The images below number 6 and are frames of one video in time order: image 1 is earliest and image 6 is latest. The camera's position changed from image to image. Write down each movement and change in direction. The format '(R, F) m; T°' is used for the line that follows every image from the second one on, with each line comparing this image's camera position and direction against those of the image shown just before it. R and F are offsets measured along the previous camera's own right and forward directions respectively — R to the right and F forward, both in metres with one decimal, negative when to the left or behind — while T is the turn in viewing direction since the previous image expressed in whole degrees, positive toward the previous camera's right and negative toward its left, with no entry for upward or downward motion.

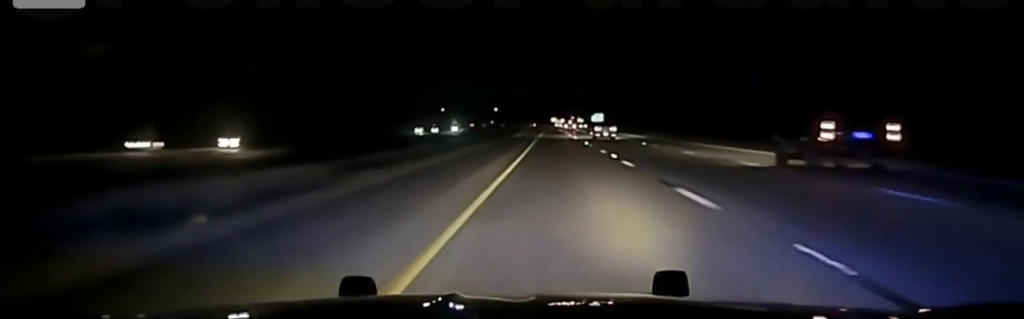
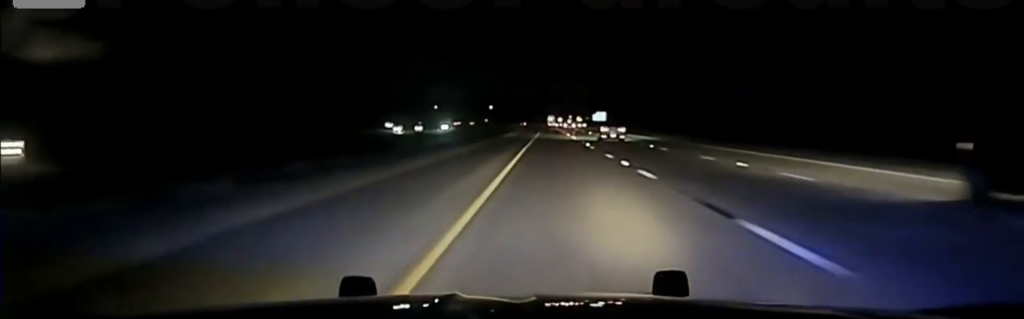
(0.0, +35.0) m; 0°
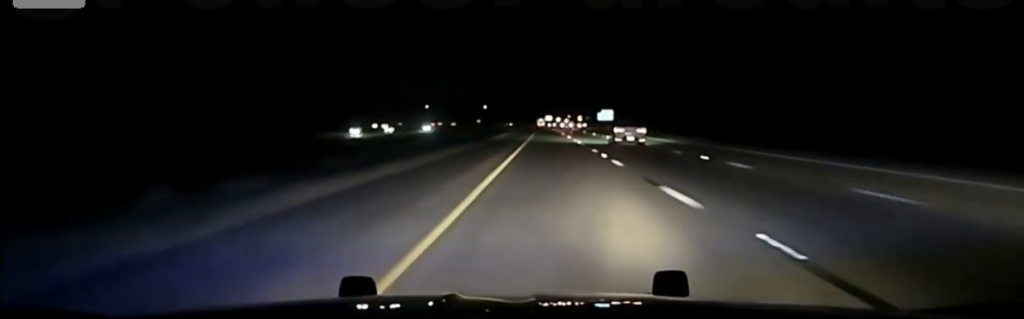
(-0.2, +45.6) m; 0°
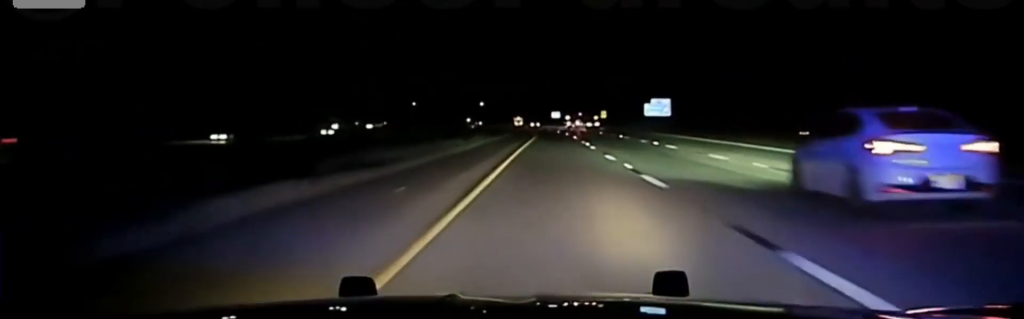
(+0.4, +85.2) m; 0°
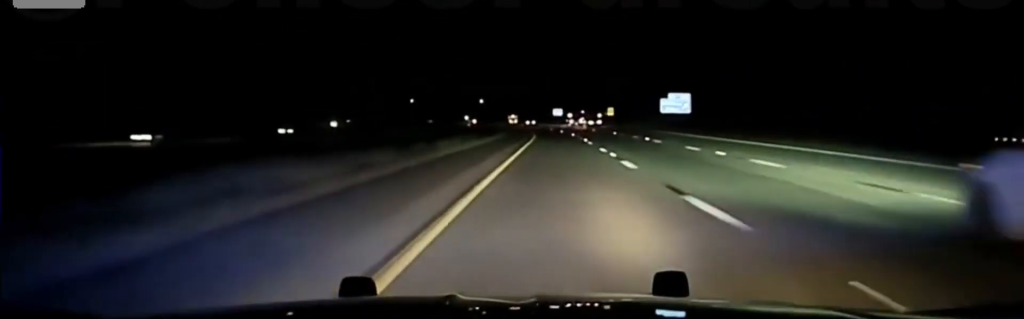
(-0.1, +15.5) m; 0°
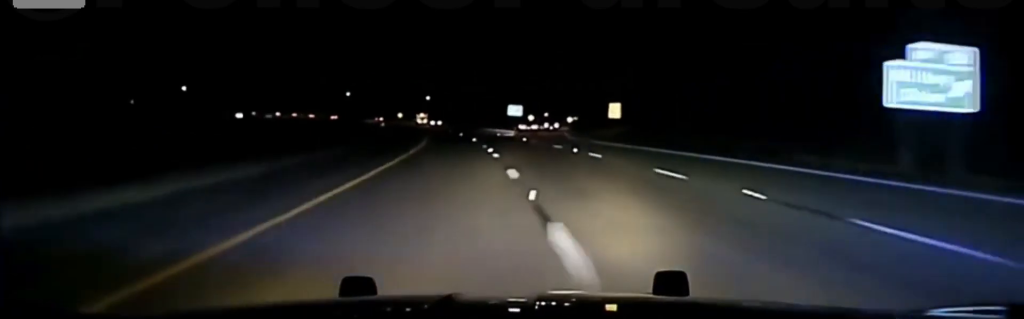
(+0.8, +83.6) m; +2°
